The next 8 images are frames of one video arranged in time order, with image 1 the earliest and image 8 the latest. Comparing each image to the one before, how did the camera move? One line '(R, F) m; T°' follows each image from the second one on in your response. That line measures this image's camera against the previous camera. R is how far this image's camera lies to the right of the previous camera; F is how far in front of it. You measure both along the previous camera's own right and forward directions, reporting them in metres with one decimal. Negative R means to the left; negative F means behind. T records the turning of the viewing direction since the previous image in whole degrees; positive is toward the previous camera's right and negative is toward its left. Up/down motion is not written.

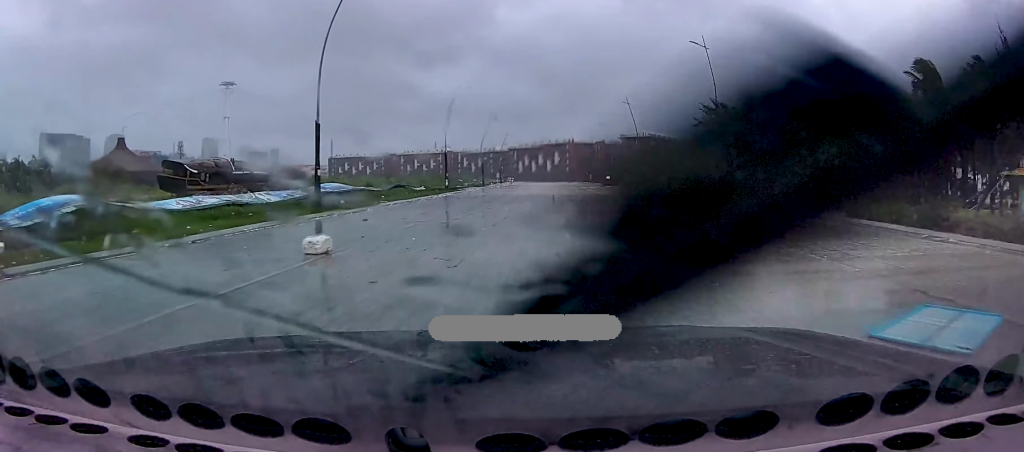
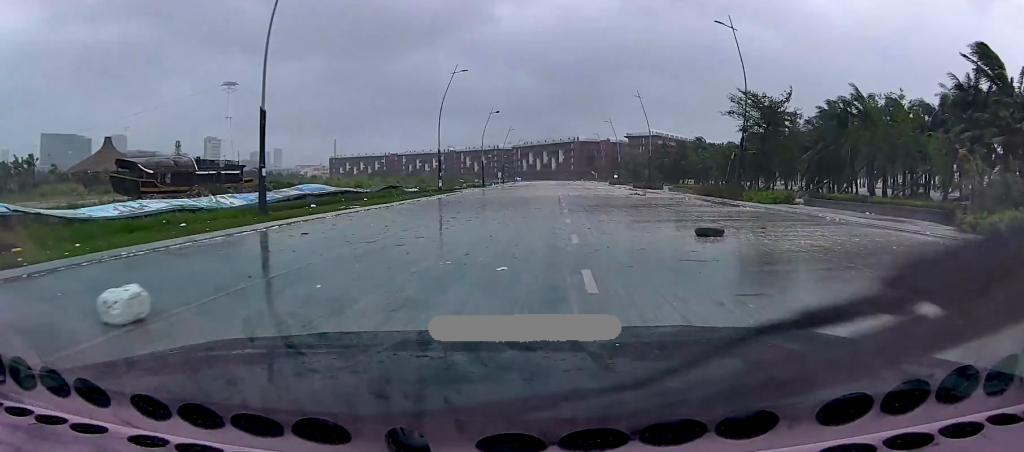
(0.0, +7.2) m; 0°
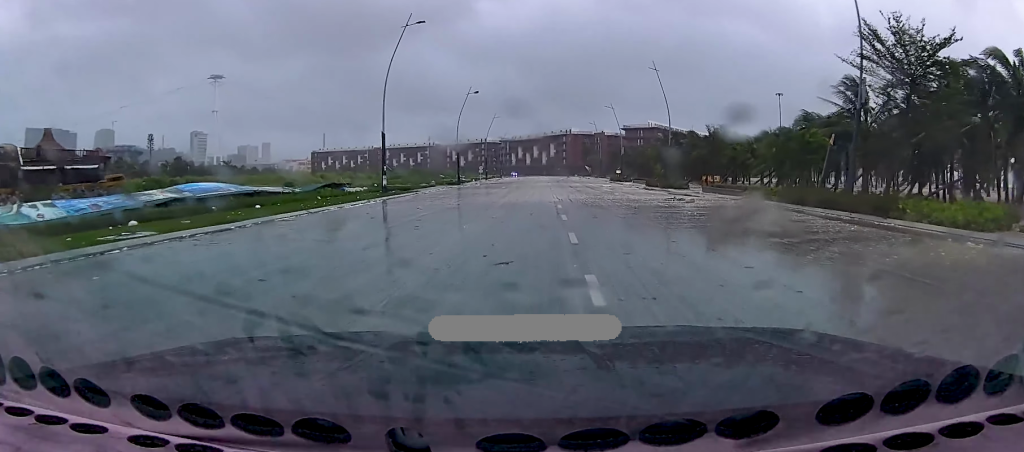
(+0.1, +19.6) m; +1°
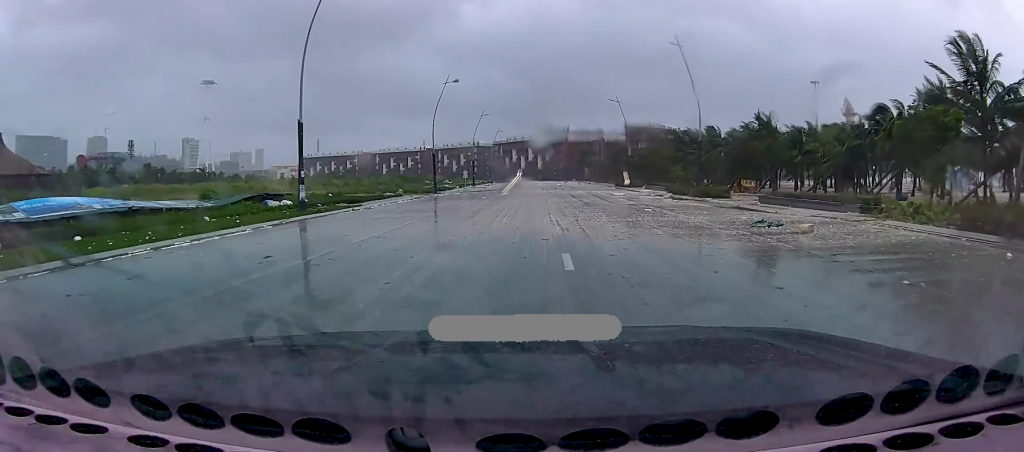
(-0.2, +15.8) m; 0°
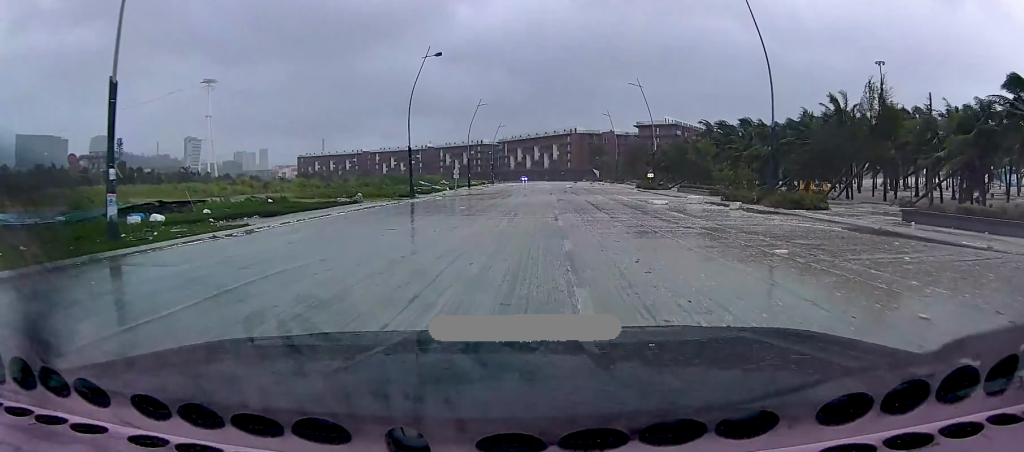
(-0.2, +15.7) m; -1°
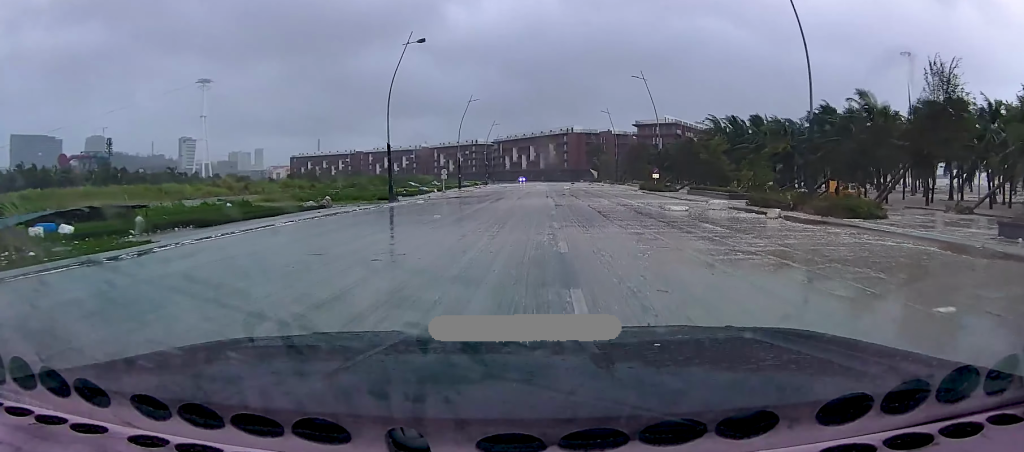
(-0.2, +6.1) m; +1°
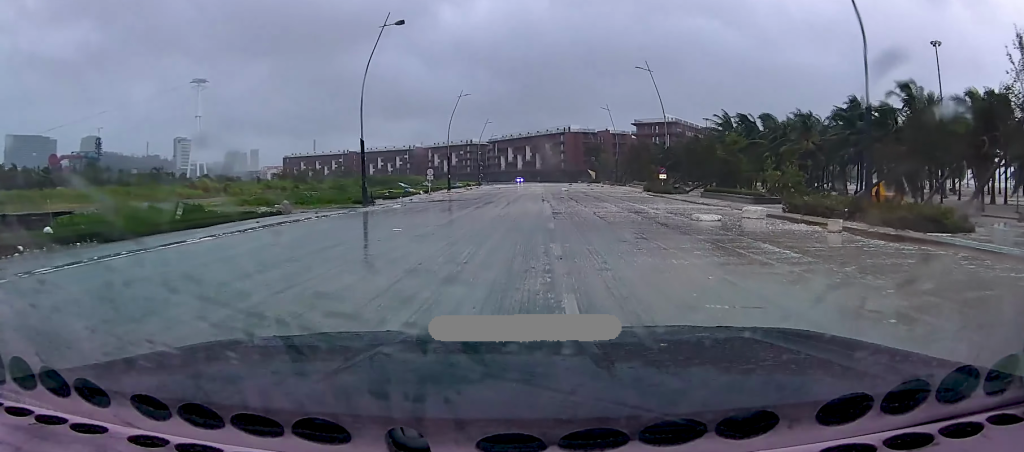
(+0.5, +6.3) m; +1°
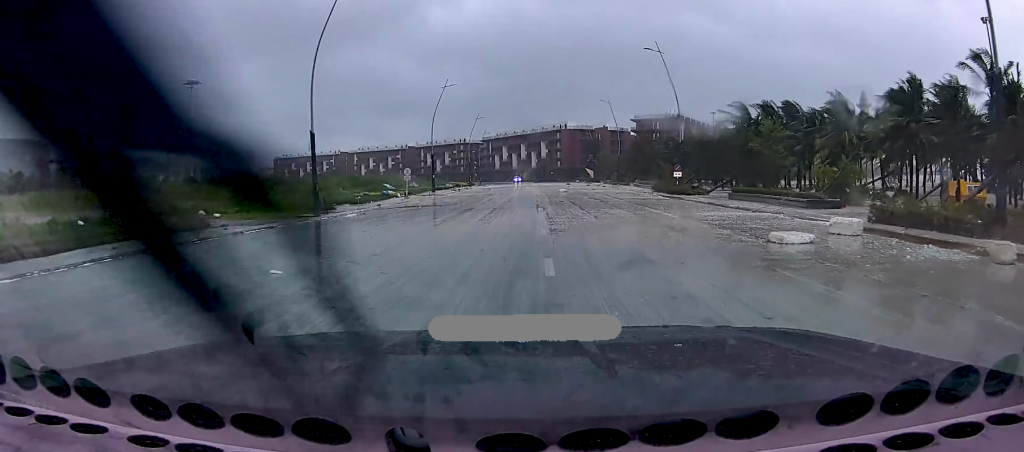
(-0.1, +8.9) m; -1°
